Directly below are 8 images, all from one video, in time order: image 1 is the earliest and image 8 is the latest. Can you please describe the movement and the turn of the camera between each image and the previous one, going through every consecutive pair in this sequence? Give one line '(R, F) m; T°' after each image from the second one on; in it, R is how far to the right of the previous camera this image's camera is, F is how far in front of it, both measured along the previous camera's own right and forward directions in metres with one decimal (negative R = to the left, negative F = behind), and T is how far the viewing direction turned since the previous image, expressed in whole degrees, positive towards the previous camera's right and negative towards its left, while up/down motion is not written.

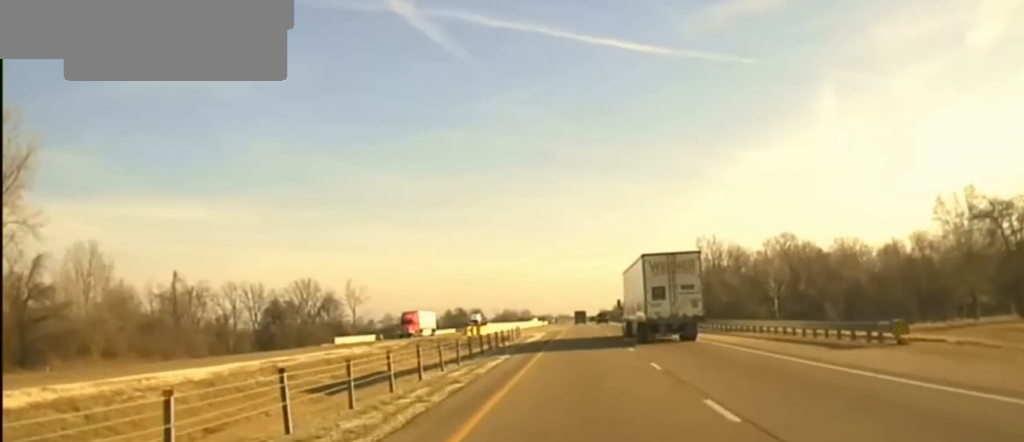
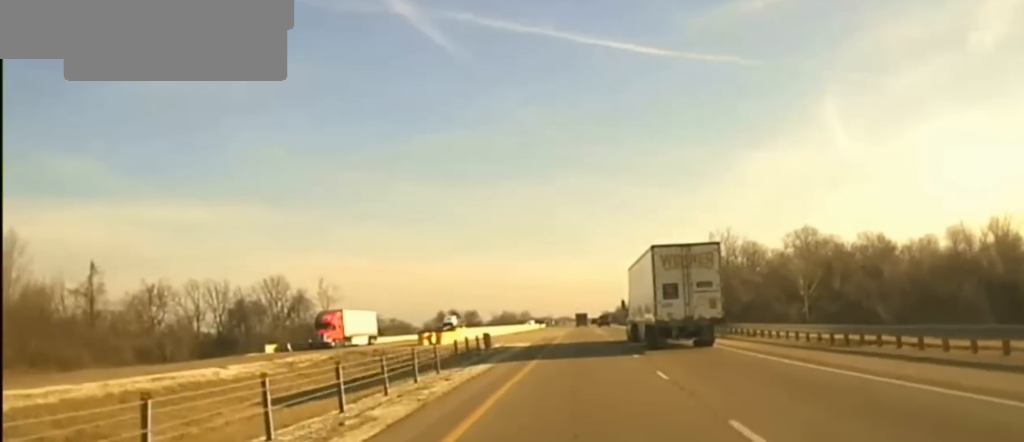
(+0.1, +29.4) m; +1°
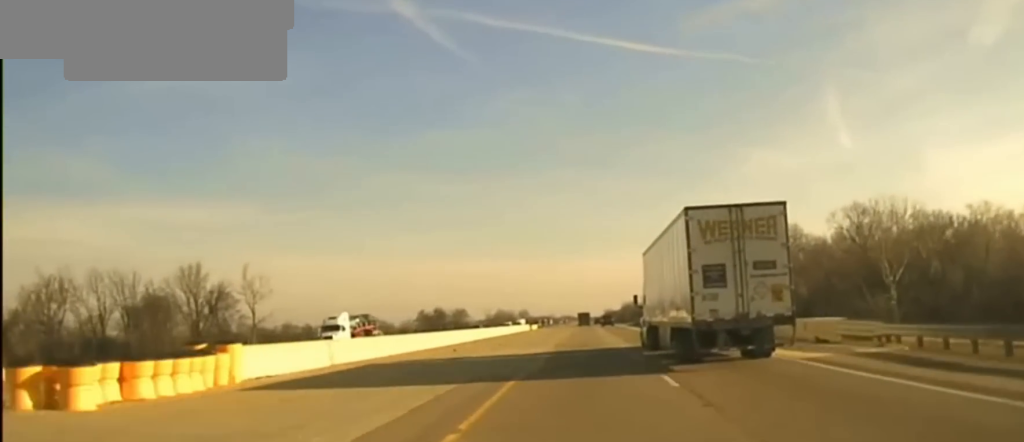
(+0.4, +52.6) m; 0°
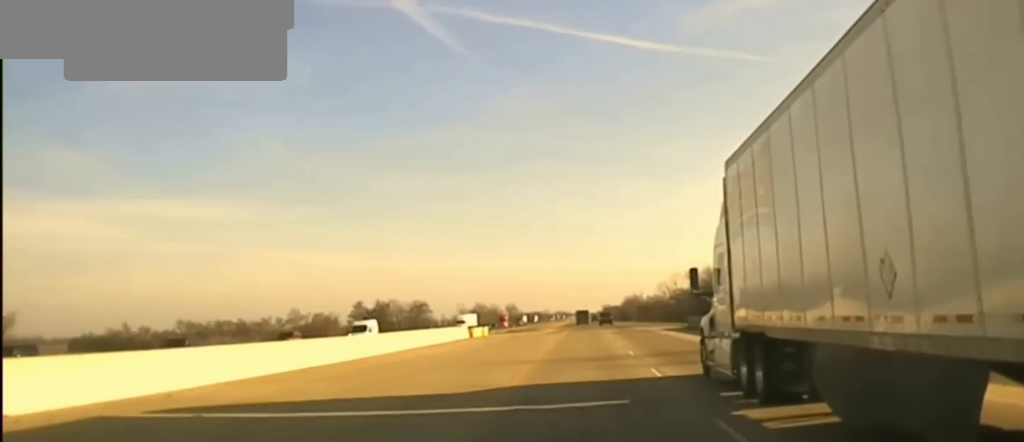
(+0.1, +94.3) m; +1°
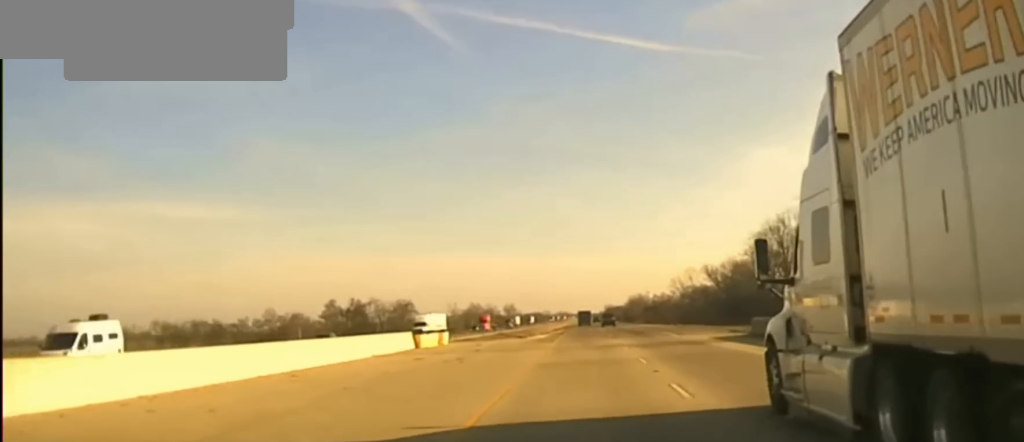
(0.0, +31.5) m; 0°
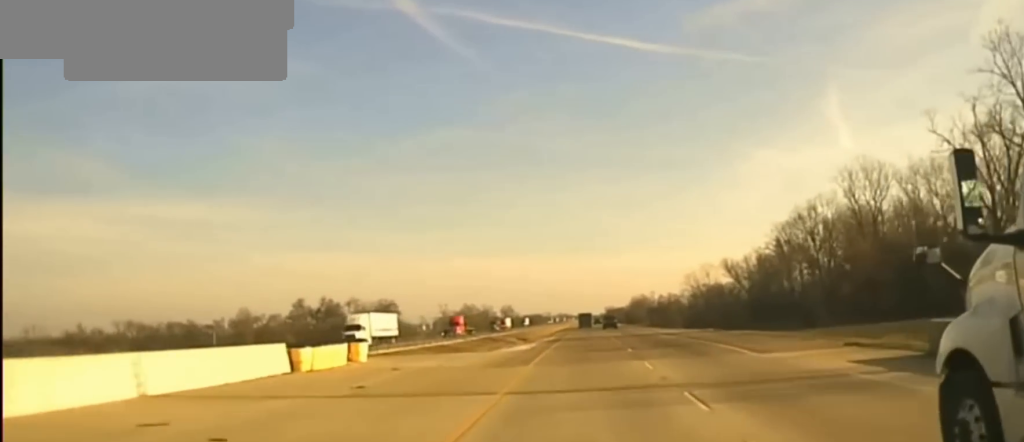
(-0.2, +24.9) m; 0°
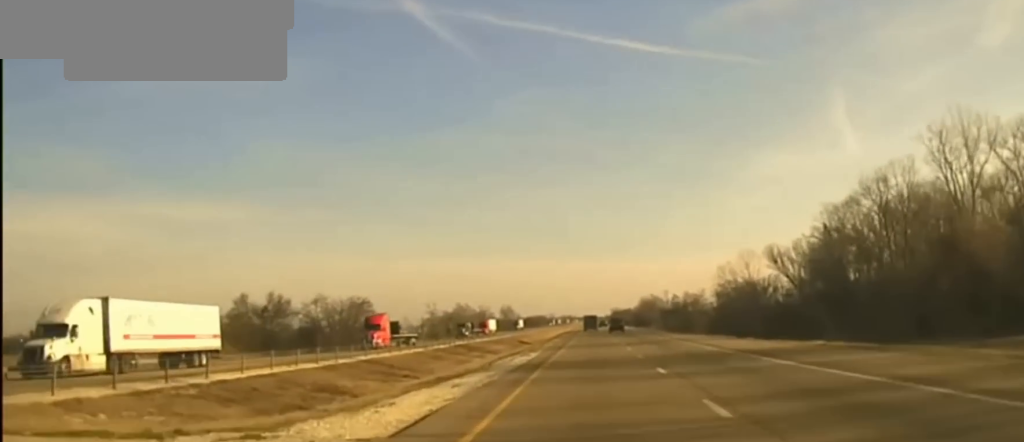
(-0.2, +36.8) m; 0°
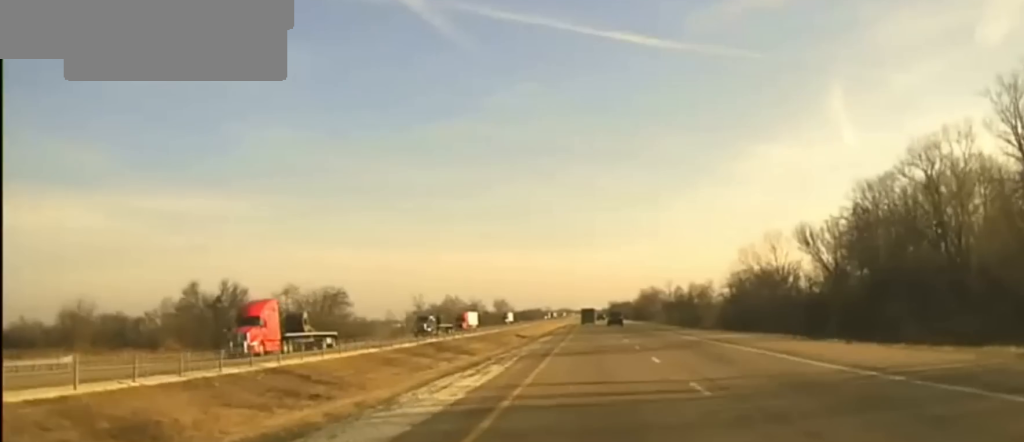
(-0.1, +19.4) m; 0°
